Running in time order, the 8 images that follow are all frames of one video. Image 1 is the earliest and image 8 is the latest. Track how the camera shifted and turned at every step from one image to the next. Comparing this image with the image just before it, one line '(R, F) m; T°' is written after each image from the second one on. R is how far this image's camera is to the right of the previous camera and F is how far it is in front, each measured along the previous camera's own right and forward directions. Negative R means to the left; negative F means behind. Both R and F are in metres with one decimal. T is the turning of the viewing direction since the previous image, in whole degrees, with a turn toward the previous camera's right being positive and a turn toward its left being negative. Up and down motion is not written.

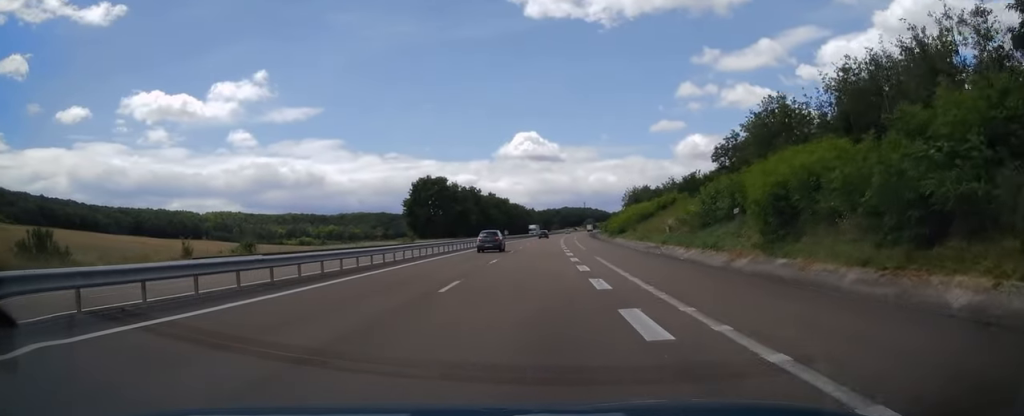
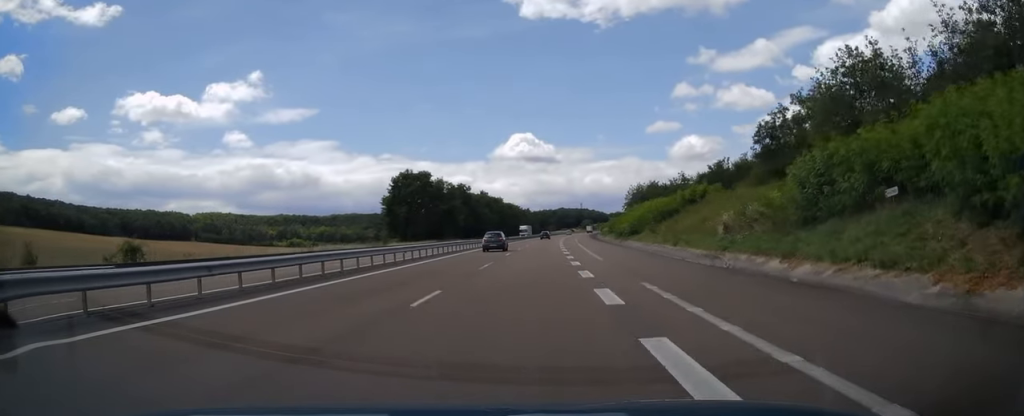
(+0.1, +14.2) m; 0°
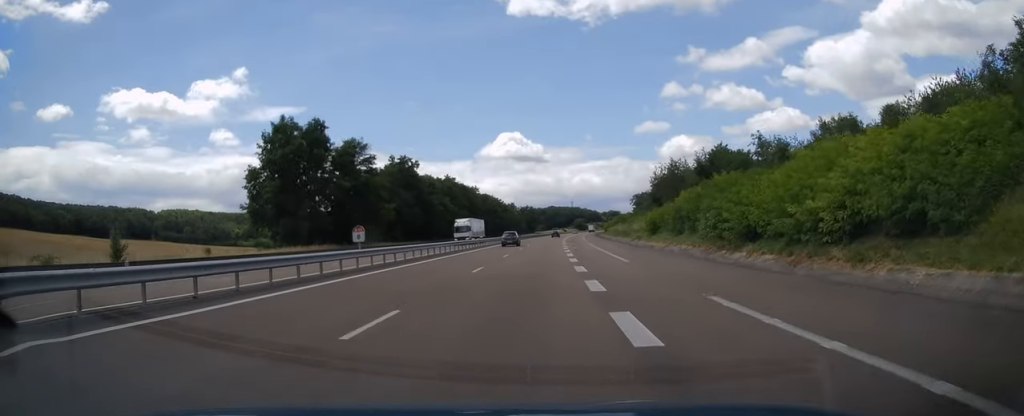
(+0.6, +54.5) m; +1°
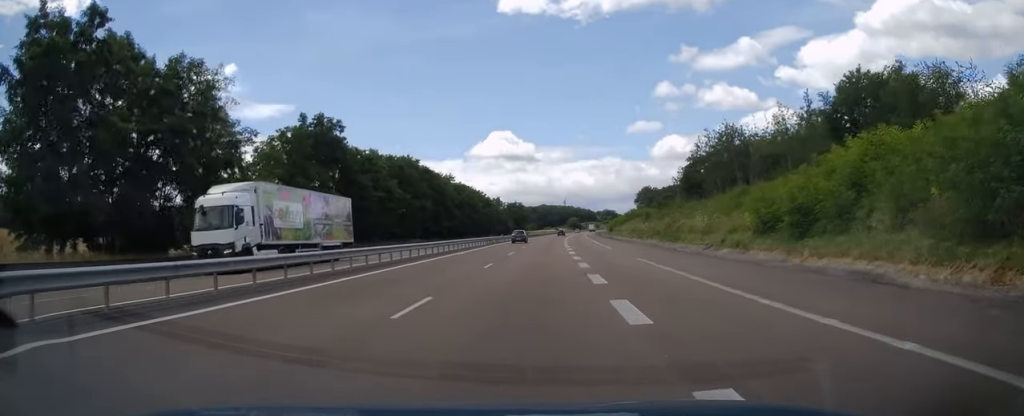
(+0.3, +40.3) m; +1°
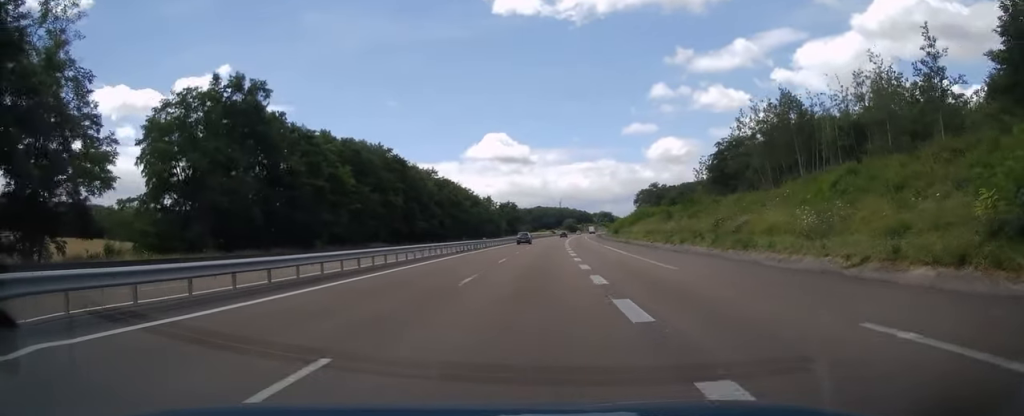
(+0.1, +20.1) m; 0°
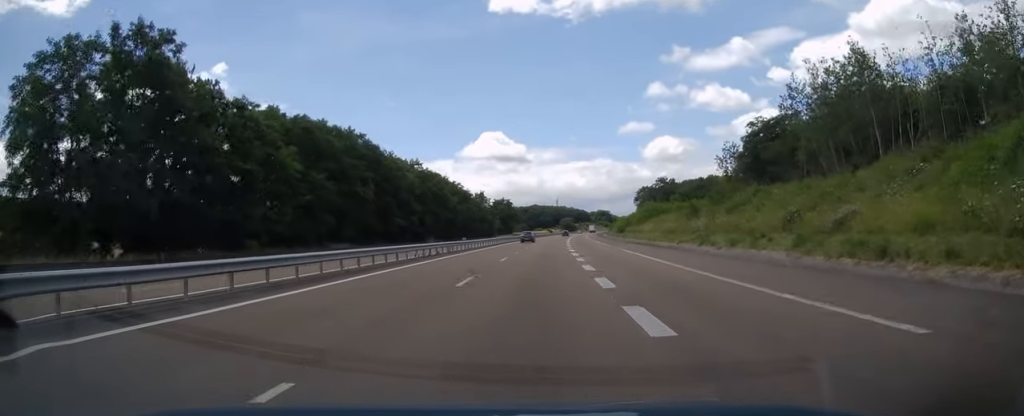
(0.0, +13.8) m; 0°
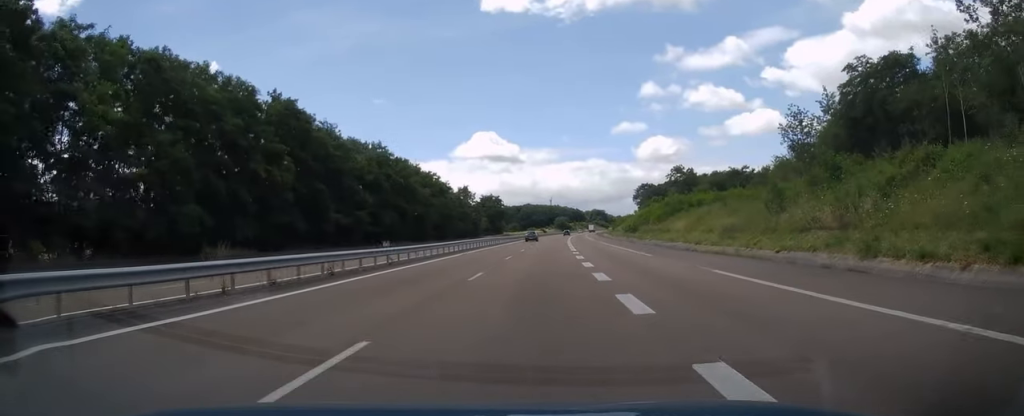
(+0.1, +23.4) m; +1°
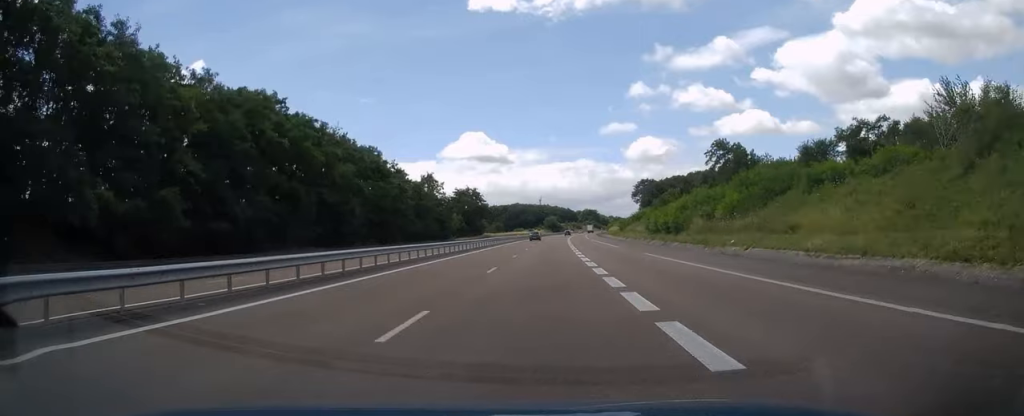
(+0.3, +37.5) m; +1°
